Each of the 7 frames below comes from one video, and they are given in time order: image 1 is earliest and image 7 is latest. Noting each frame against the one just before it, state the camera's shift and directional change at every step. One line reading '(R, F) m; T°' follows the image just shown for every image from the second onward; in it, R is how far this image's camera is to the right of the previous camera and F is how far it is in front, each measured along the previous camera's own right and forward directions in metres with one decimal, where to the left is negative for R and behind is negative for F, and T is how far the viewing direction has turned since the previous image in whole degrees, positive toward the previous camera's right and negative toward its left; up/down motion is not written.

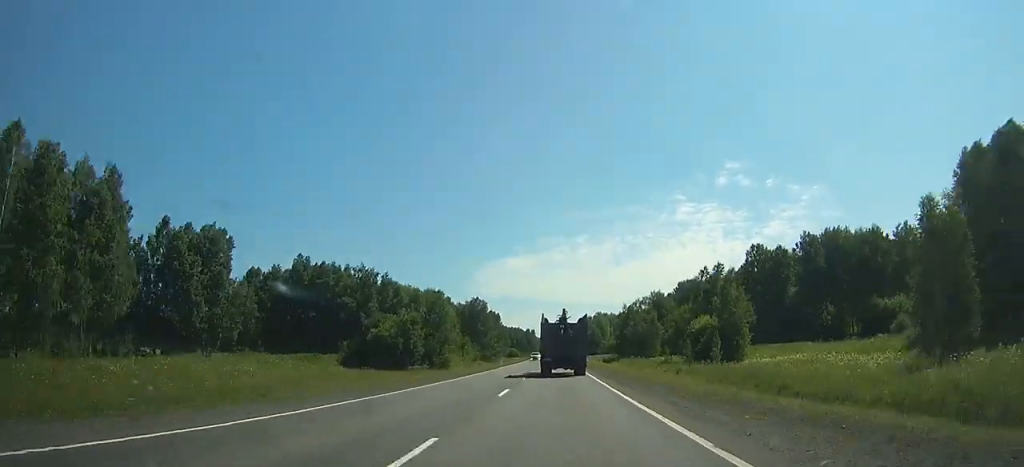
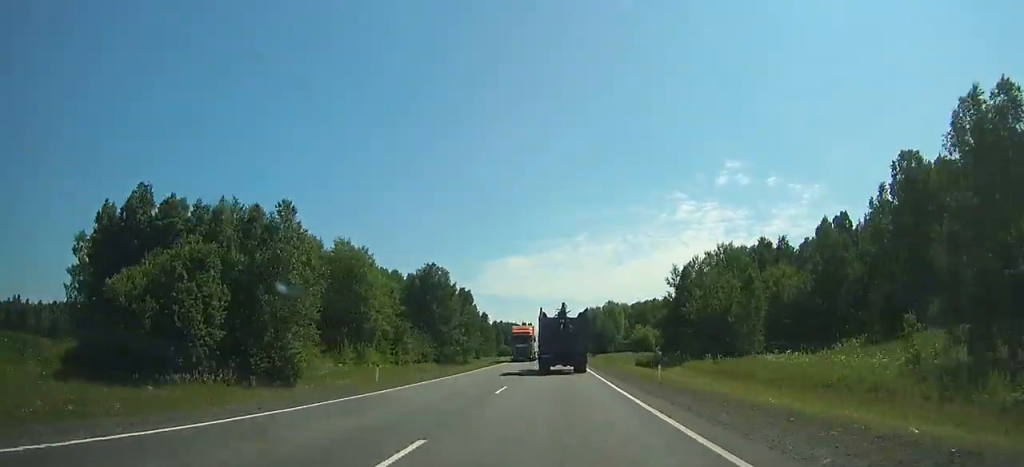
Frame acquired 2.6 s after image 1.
(0.0, +61.5) m; 0°
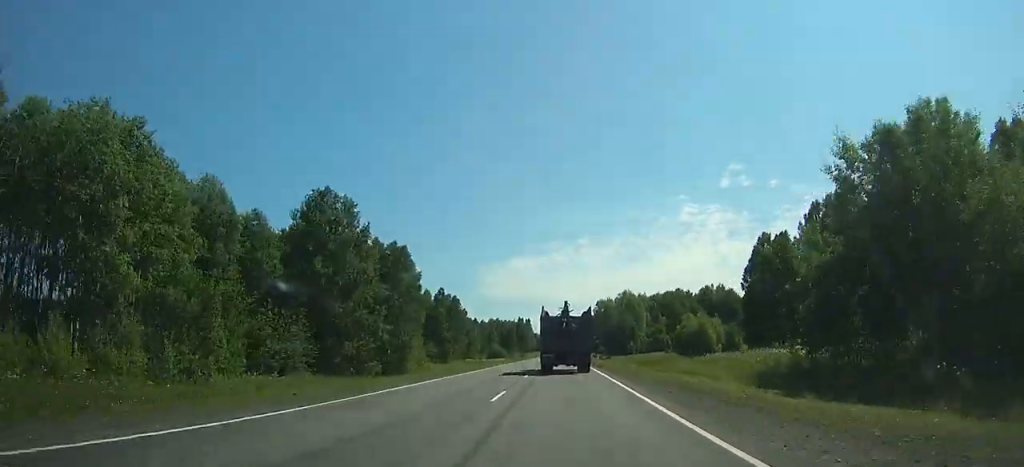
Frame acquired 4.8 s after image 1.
(-0.2, +52.6) m; 0°
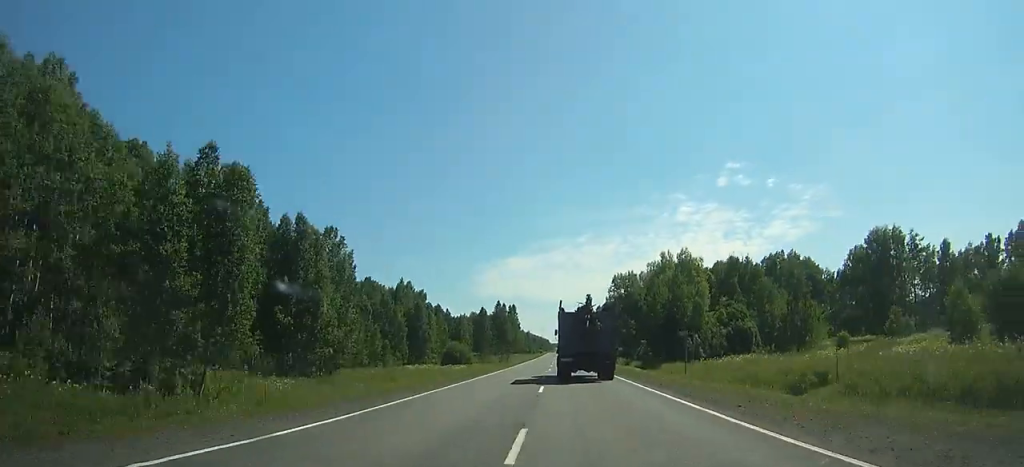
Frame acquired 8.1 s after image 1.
(-0.2, +81.4) m; 0°
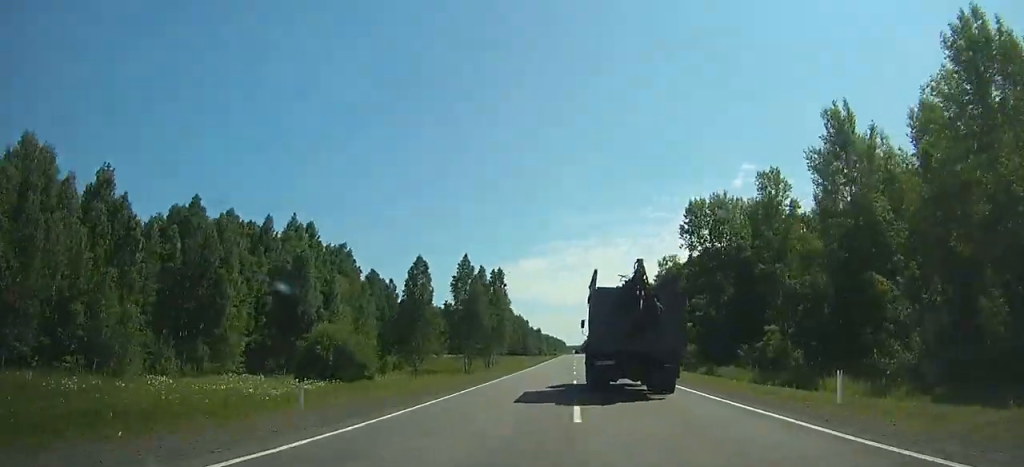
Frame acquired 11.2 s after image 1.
(-0.1, +80.4) m; 0°
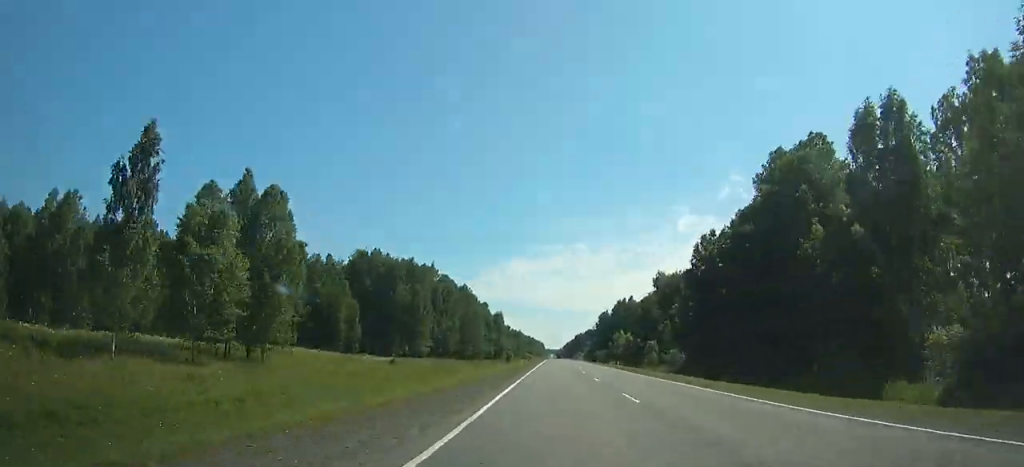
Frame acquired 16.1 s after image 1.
(+0.8, +134.2) m; +2°
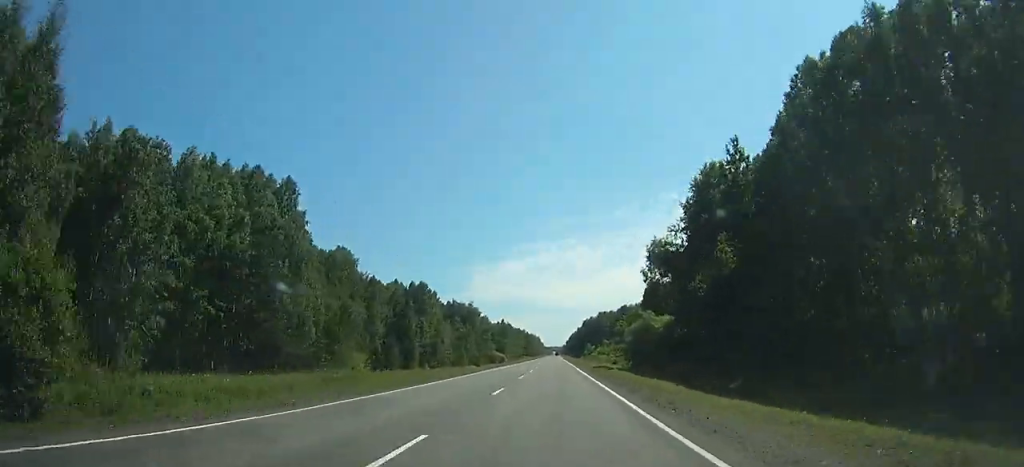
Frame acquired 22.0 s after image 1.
(+3.3, +166.4) m; +4°
